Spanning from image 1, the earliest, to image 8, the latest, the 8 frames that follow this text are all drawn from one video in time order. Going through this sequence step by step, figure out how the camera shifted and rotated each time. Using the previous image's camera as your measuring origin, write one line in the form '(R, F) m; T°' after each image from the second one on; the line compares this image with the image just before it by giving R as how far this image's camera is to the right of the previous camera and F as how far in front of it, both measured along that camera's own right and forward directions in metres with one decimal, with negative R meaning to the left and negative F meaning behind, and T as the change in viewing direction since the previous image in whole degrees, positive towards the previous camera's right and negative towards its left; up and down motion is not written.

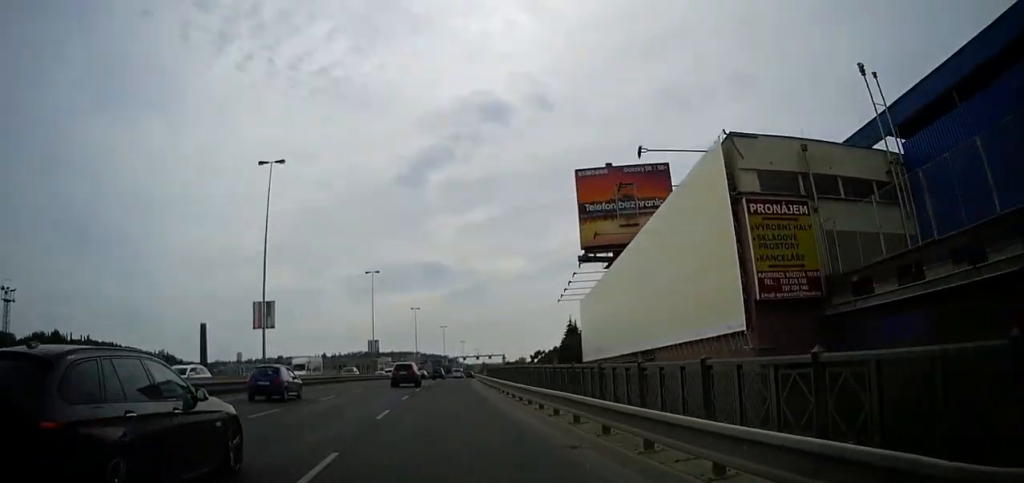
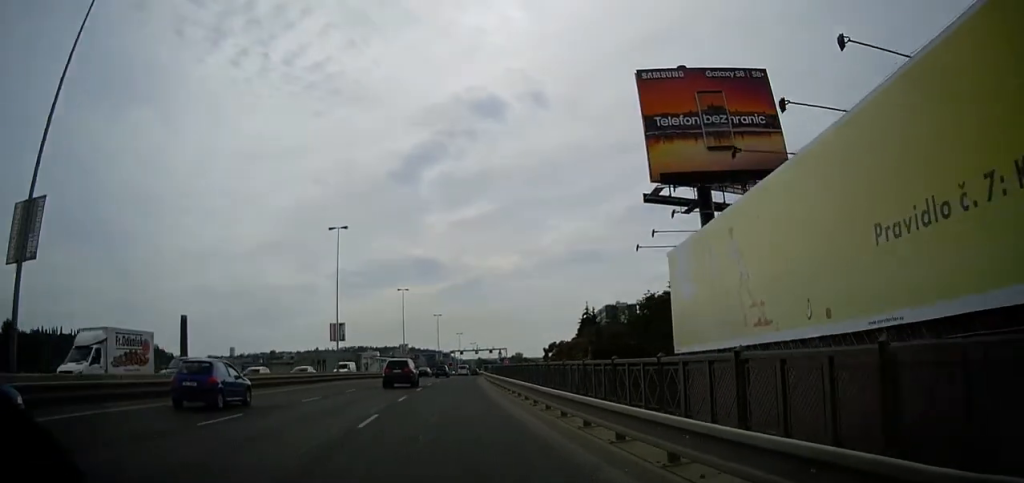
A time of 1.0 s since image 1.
(+0.1, +20.6) m; +1°
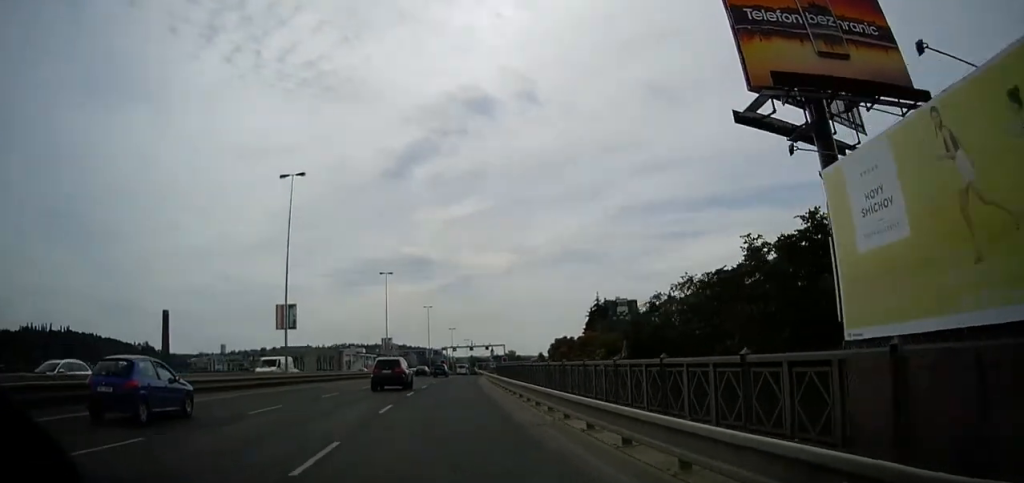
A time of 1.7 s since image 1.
(+0.1, +14.4) m; +1°
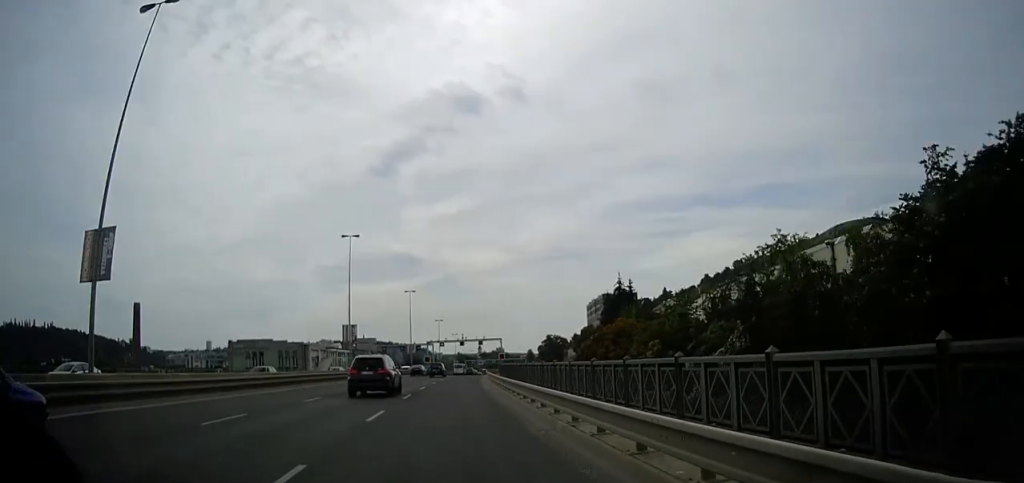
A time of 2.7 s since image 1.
(+0.2, +20.8) m; +1°
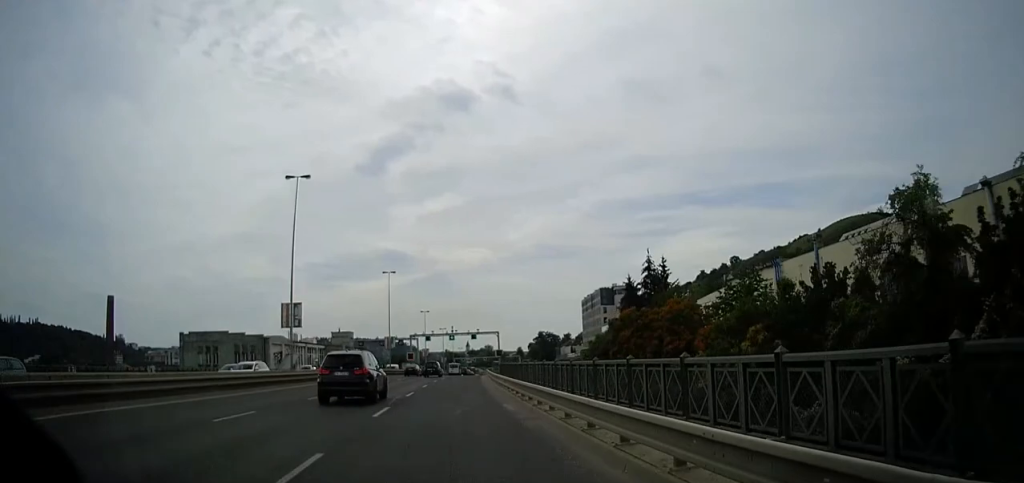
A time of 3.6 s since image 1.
(+0.1, +17.5) m; +1°
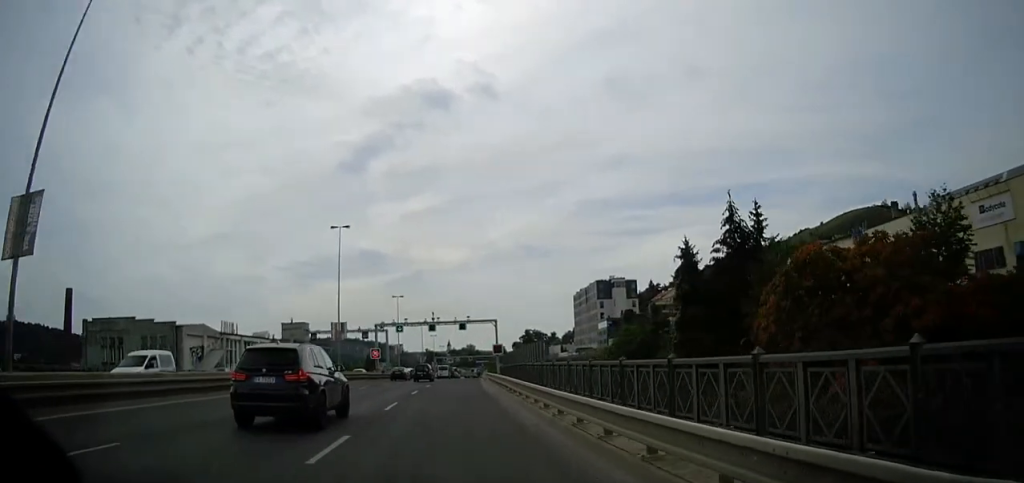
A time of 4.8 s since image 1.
(+0.4, +25.4) m; +2°
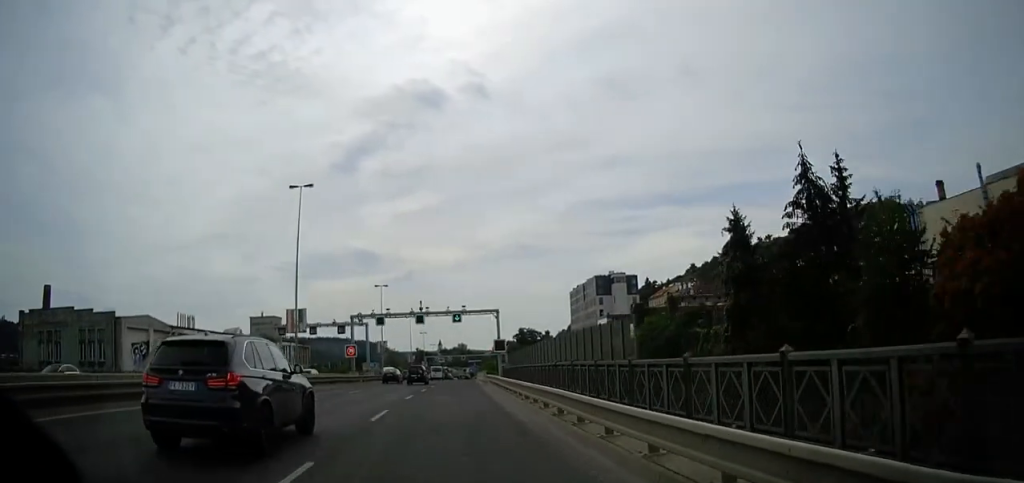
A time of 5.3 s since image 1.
(0.0, +12.1) m; +1°
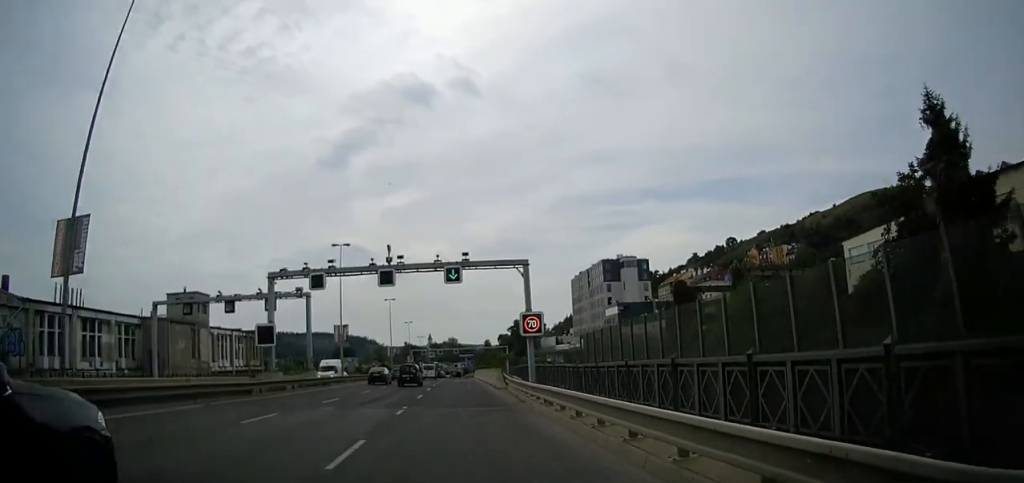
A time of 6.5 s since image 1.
(+0.4, +24.6) m; 0°
